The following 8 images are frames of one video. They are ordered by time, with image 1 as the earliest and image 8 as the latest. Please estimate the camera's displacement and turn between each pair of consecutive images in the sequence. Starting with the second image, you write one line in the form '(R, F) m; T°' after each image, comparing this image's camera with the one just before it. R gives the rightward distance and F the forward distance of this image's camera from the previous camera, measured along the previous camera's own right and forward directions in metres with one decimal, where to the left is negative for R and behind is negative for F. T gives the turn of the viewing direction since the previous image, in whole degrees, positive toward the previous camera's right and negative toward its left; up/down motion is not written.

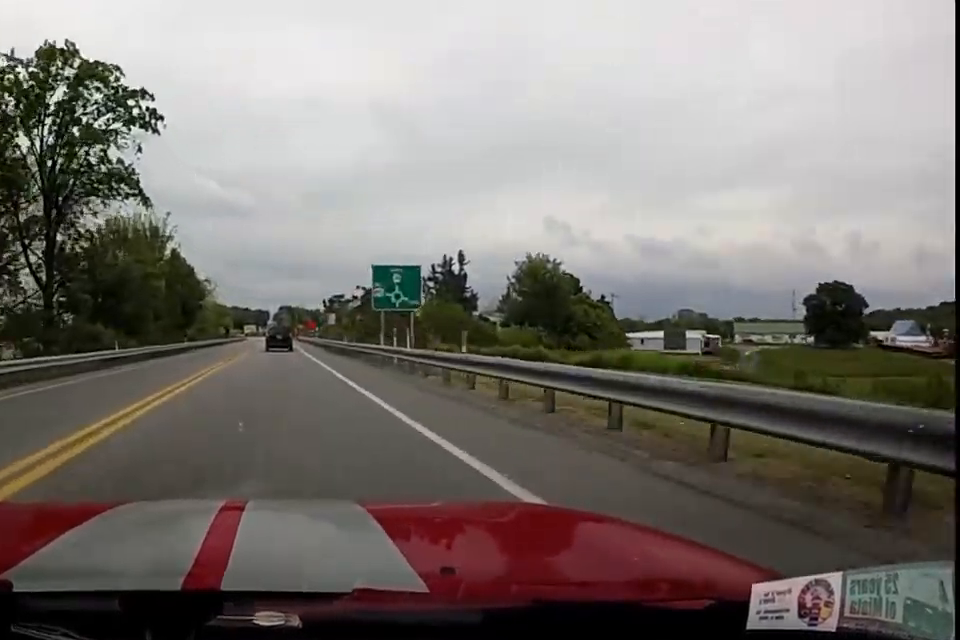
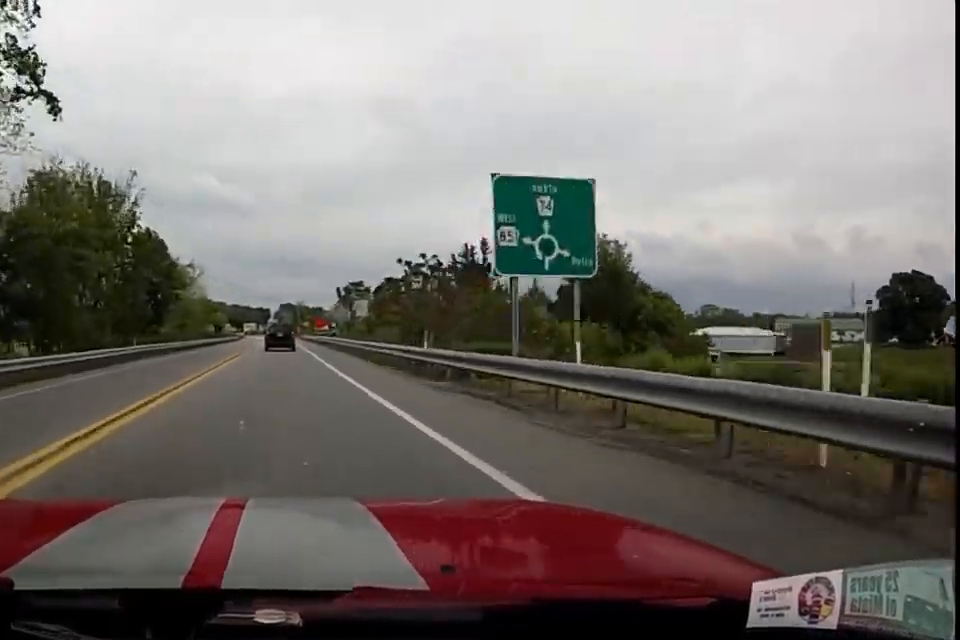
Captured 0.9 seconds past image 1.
(+0.1, +16.7) m; +1°
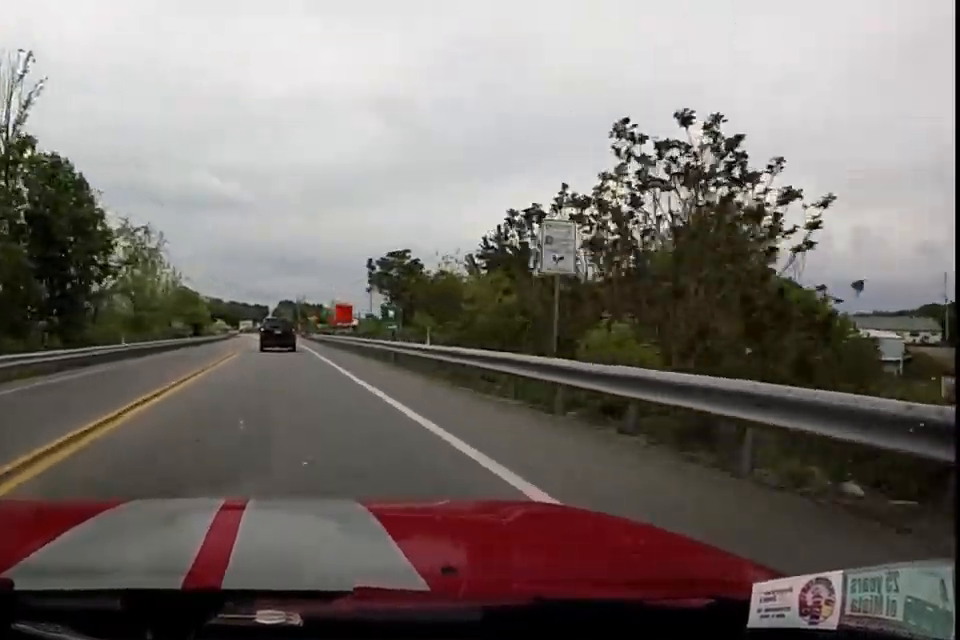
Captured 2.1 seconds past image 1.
(+0.2, +21.7) m; +1°
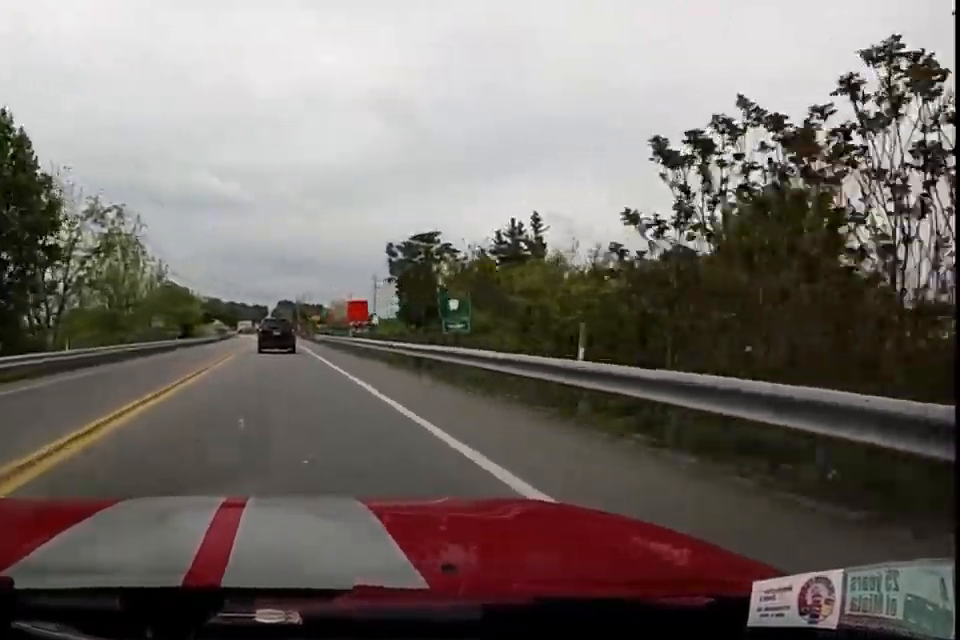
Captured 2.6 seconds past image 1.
(0.0, +7.6) m; 0°
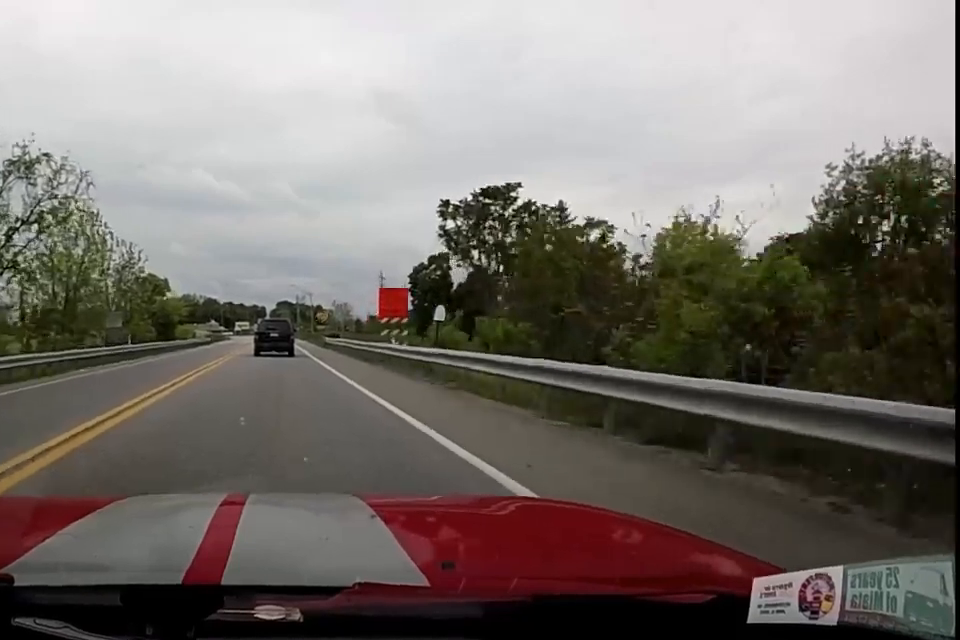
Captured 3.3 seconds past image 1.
(0.0, +11.4) m; 0°
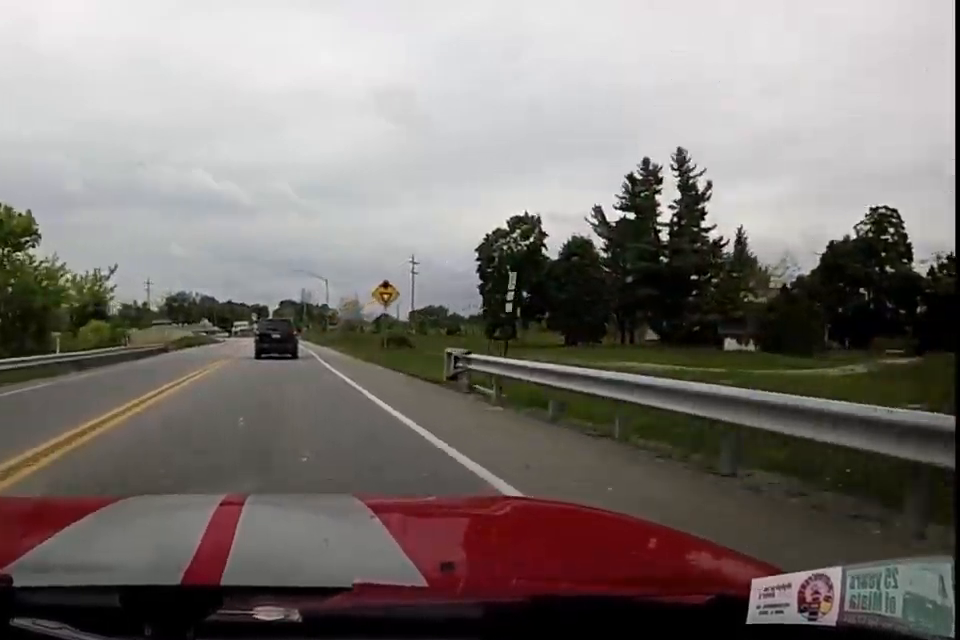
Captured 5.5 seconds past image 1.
(+0.5, +32.4) m; +2°
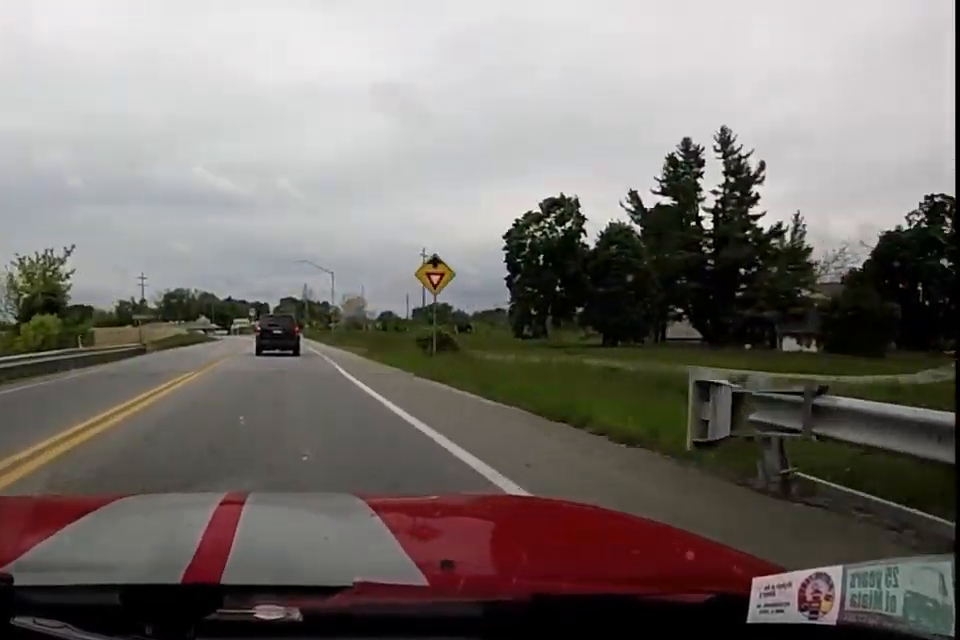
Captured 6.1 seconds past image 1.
(-0.2, +8.1) m; +2°
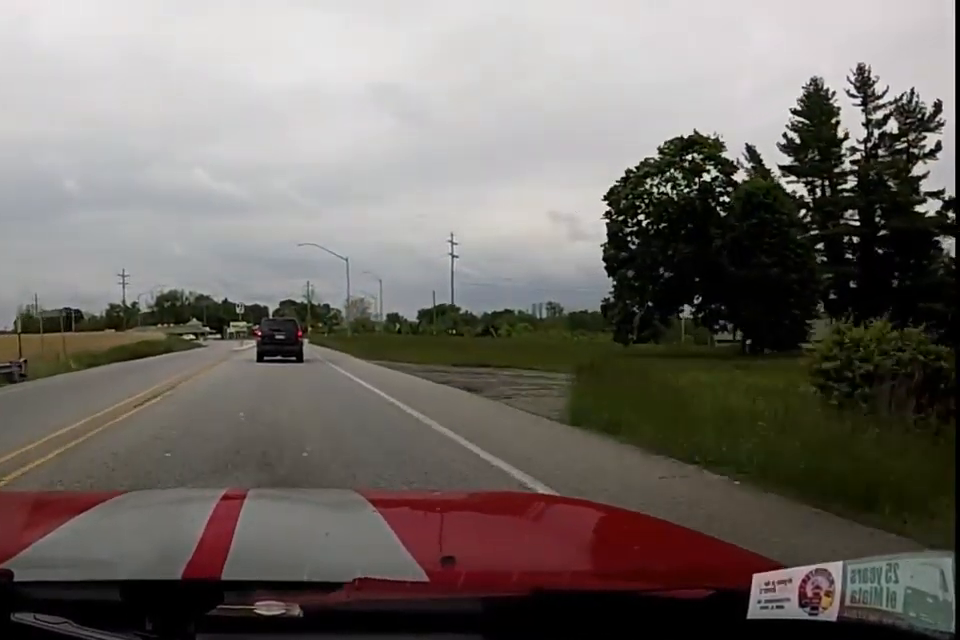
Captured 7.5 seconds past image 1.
(+1.0, +19.7) m; +2°
